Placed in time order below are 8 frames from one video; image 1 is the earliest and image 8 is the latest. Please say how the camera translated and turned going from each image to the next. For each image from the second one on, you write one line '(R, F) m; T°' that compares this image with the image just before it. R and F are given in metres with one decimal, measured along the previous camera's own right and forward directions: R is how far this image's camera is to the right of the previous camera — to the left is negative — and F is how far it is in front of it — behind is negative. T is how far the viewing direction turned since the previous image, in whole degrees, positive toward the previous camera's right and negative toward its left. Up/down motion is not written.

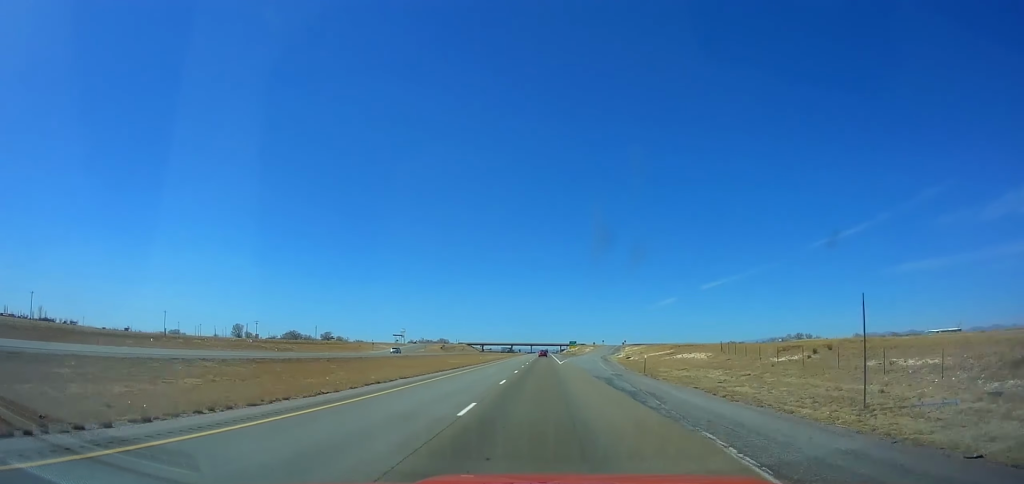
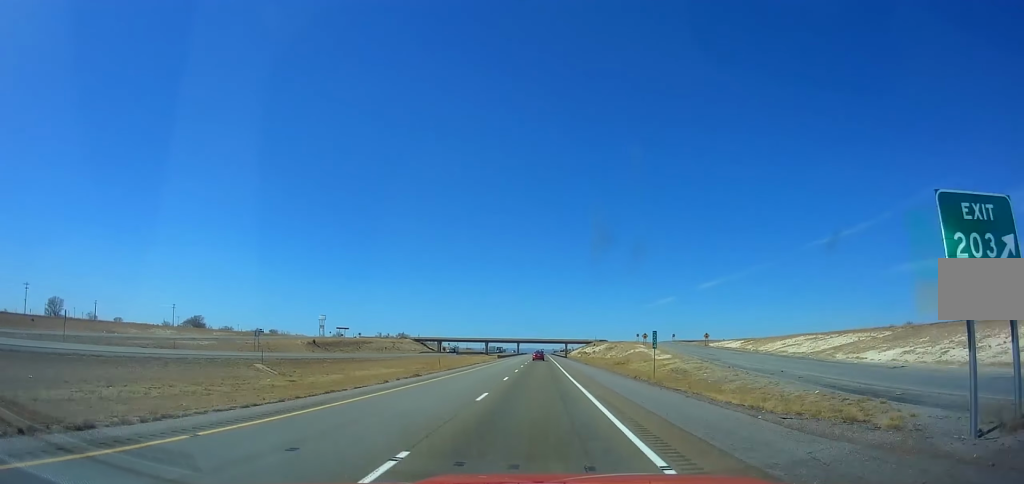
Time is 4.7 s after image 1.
(+0.1, +167.0) m; +1°
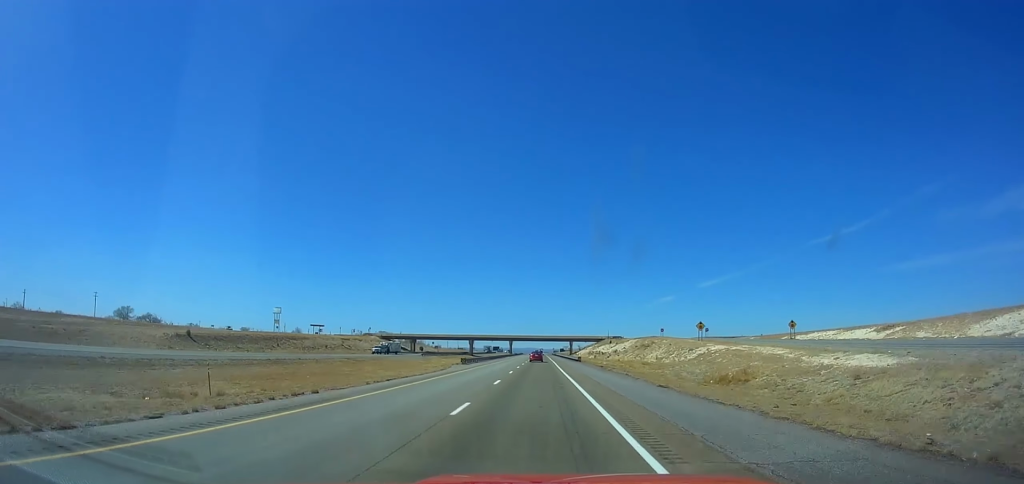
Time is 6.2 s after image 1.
(+0.3, +53.3) m; 0°
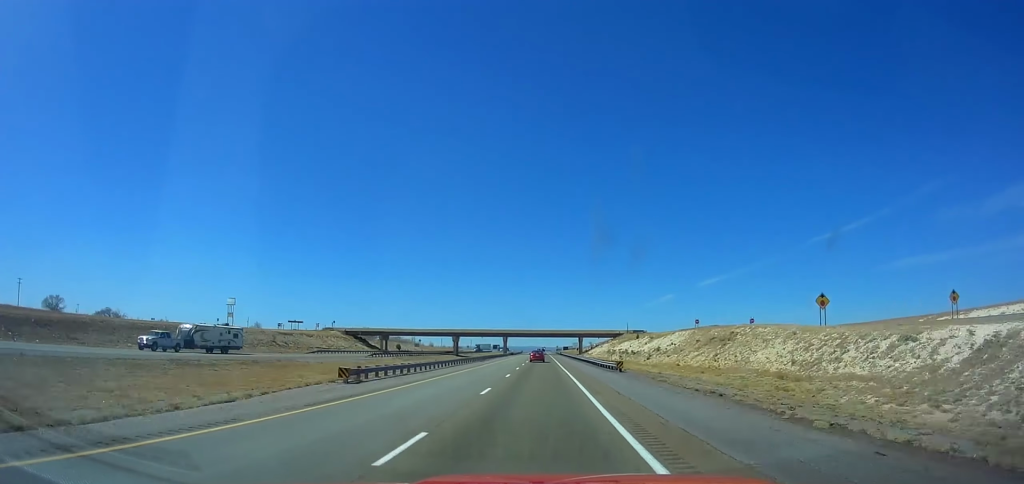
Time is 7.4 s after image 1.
(+0.5, +42.6) m; 0°
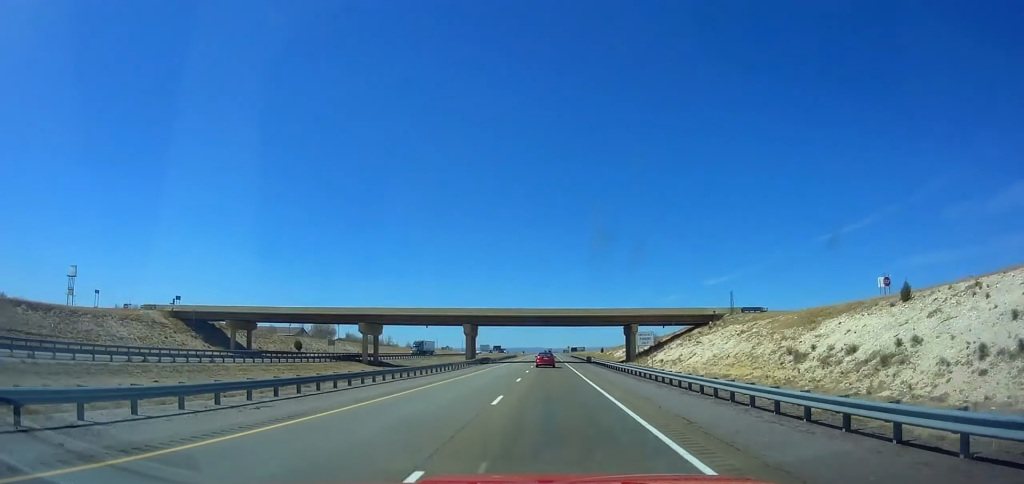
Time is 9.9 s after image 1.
(-0.8, +88.8) m; -1°
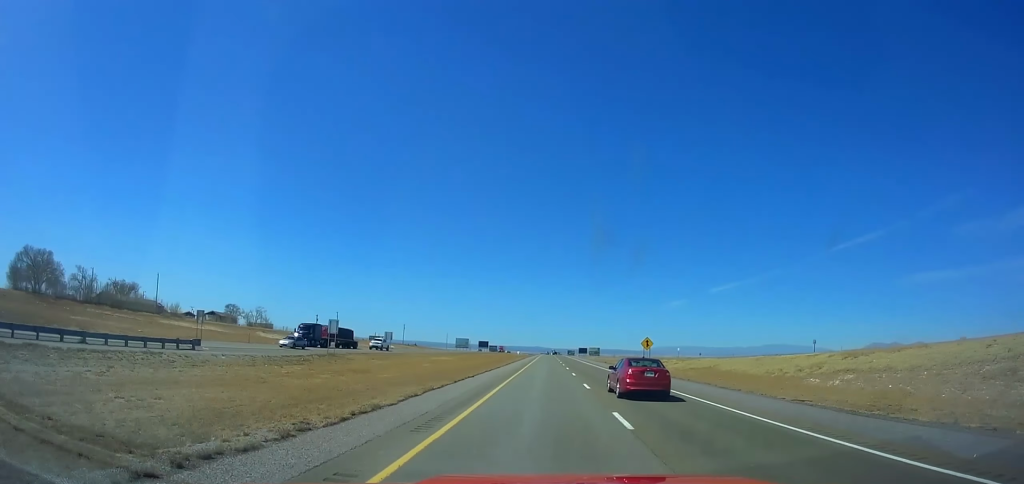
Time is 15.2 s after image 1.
(-1.8, +188.3) m; 0°
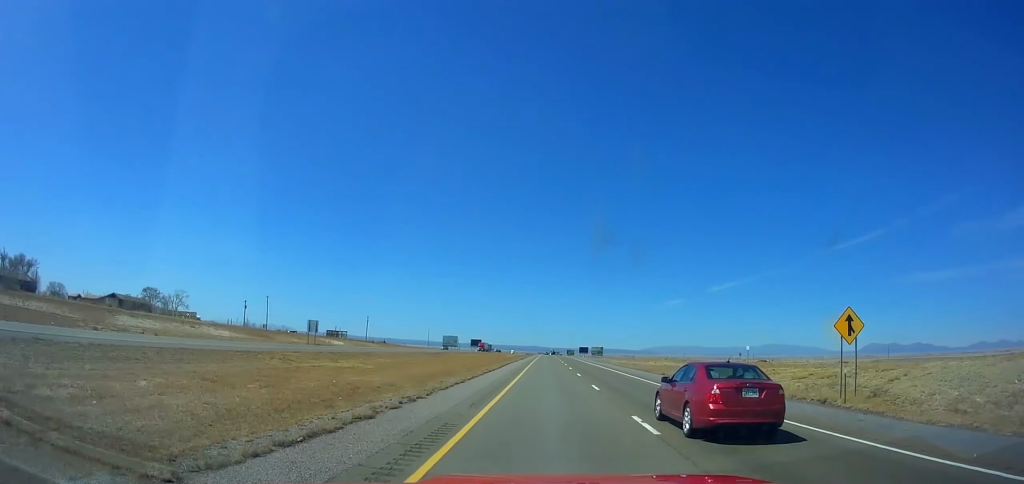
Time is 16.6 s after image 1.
(+0.7, +49.7) m; 0°
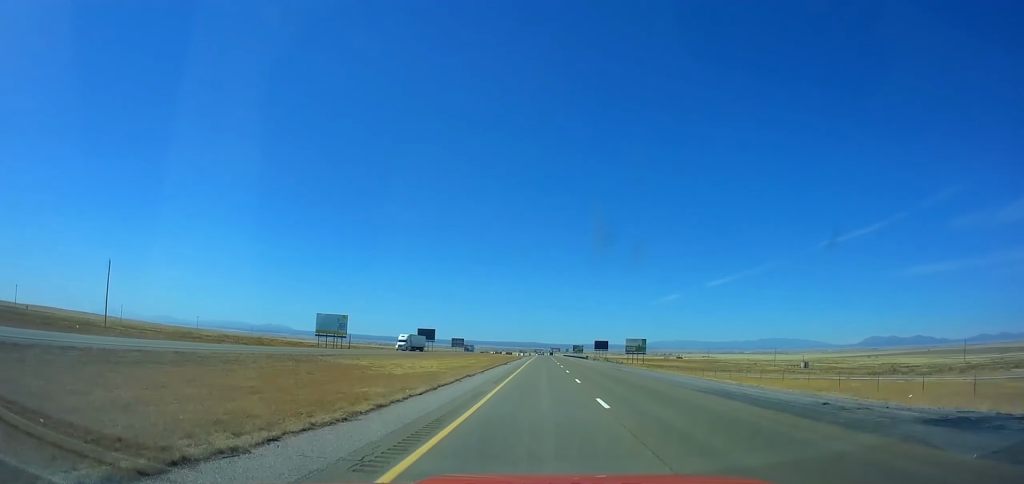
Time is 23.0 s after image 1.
(+0.5, +228.3) m; +1°
